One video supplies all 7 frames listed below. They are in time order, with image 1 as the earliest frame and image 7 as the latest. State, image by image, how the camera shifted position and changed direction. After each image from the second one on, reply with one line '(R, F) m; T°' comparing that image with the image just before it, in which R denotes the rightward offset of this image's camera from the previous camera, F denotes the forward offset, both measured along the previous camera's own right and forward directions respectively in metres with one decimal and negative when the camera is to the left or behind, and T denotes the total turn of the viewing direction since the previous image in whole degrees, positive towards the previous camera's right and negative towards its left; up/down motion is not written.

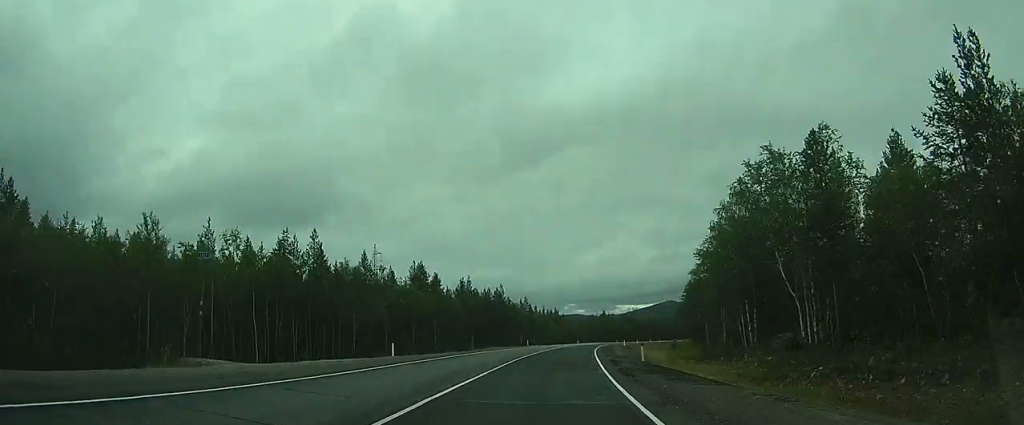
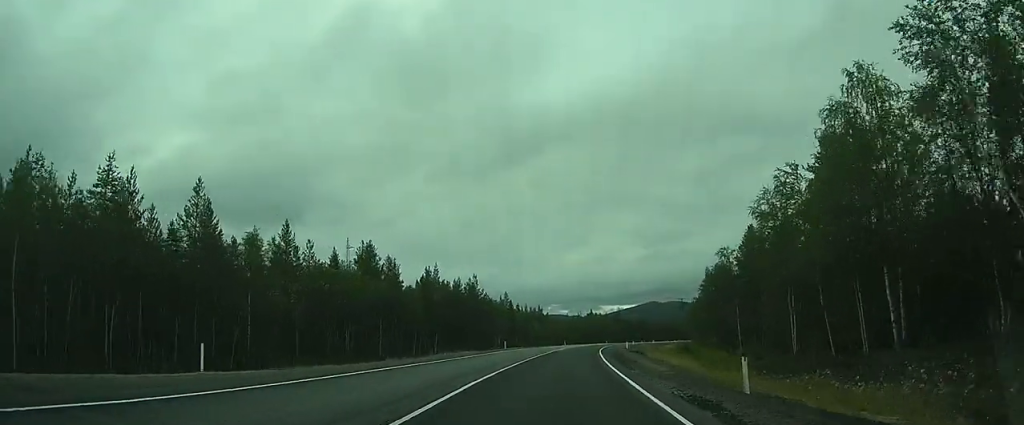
(0.0, +19.7) m; 0°
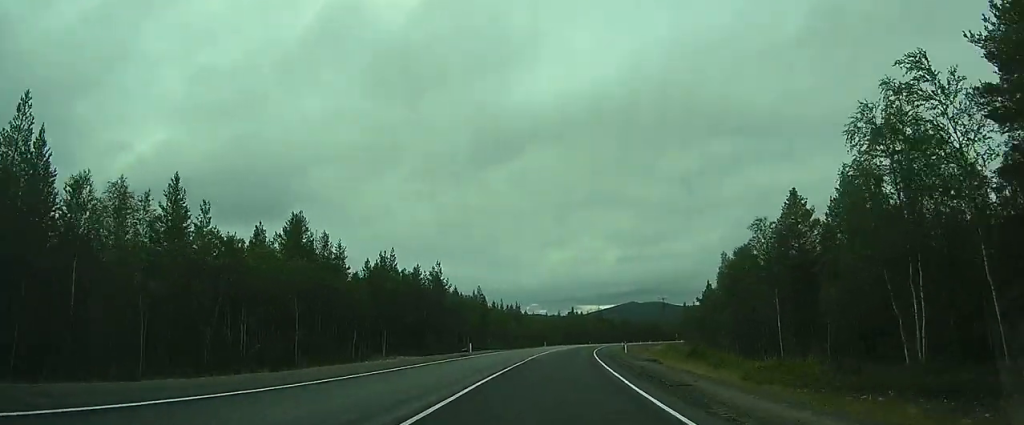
(0.0, +16.4) m; +1°
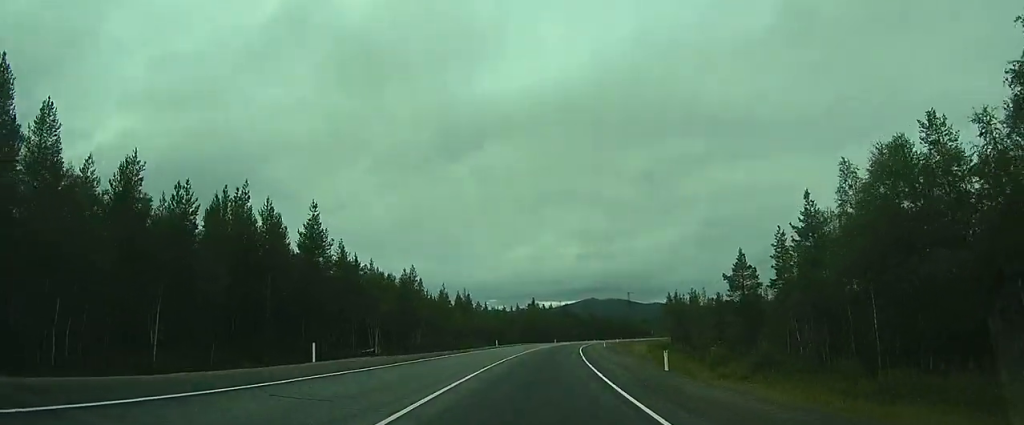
(+1.2, +34.7) m; +3°
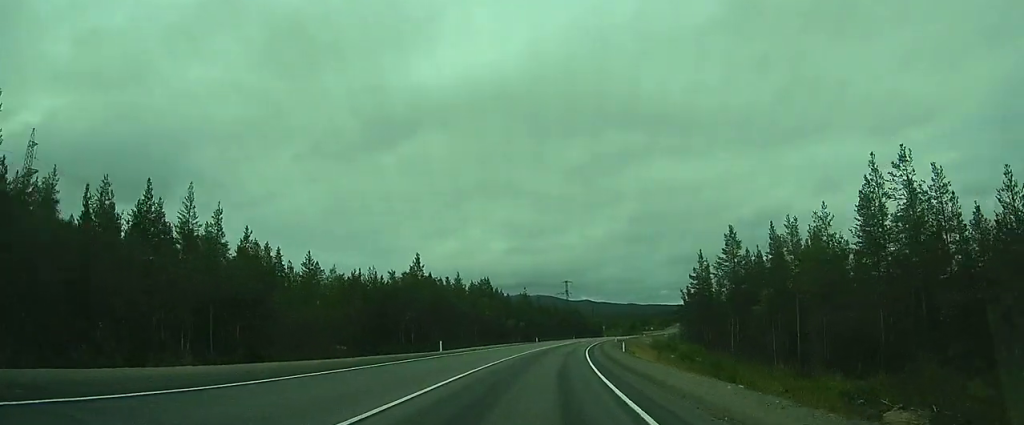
(+3.2, +97.8) m; +8°
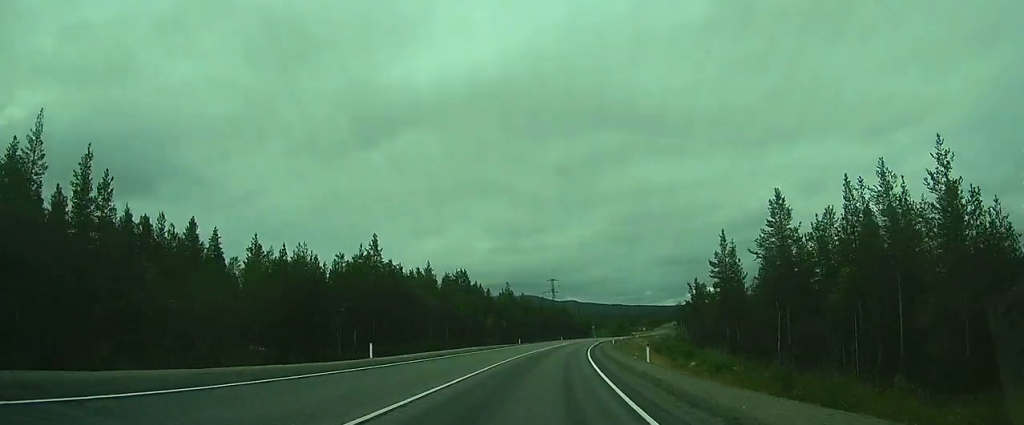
(+0.3, +16.6) m; +5°
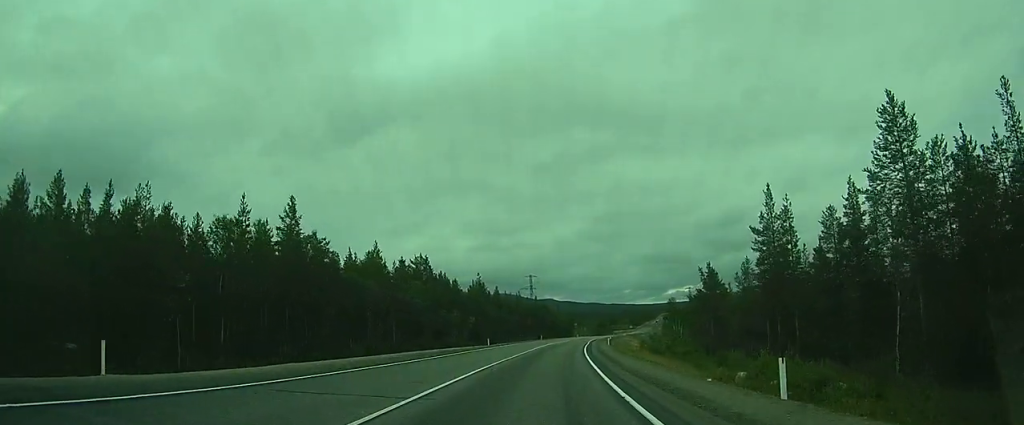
(+1.9, +19.5) m; +6°
